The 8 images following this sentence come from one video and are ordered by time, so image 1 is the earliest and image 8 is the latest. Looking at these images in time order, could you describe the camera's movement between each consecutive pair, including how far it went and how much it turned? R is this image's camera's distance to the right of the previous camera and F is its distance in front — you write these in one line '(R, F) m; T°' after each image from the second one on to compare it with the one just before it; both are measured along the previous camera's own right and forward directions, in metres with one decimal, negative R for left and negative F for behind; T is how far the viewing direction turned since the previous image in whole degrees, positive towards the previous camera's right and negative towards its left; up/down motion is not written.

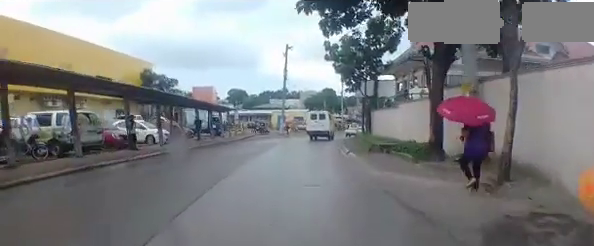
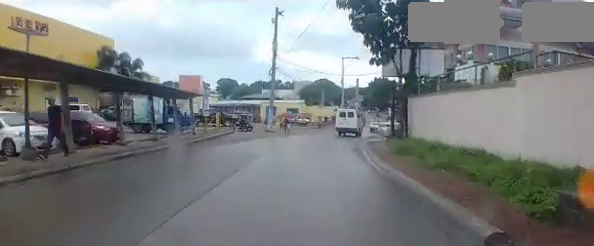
(+0.1, +10.5) m; +2°
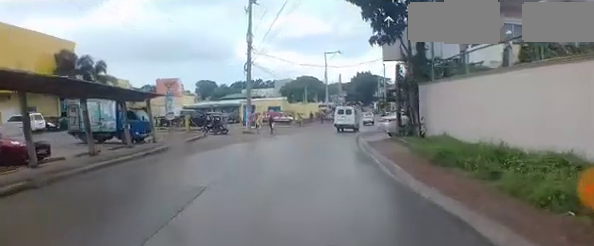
(+0.1, +3.9) m; +1°
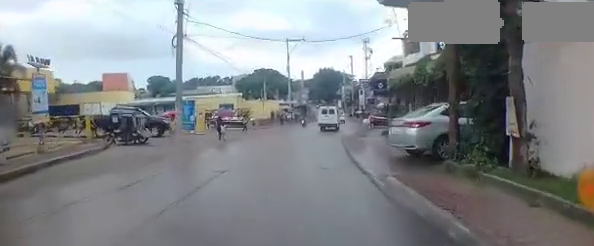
(+0.2, +8.1) m; +6°
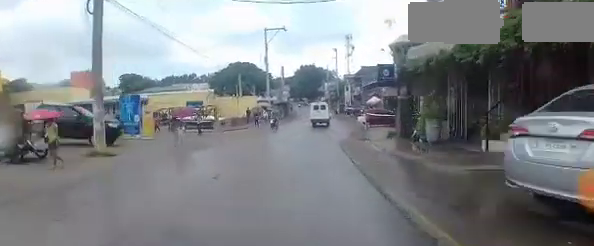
(+0.2, +5.6) m; +12°
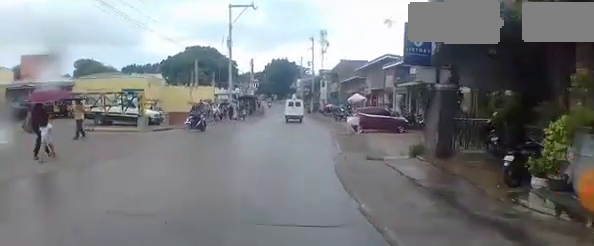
(+1.1, +7.9) m; +5°
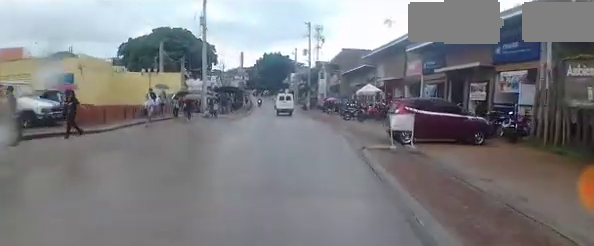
(-0.6, +8.9) m; -4°
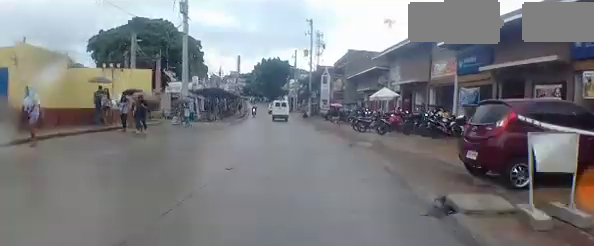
(0.0, +5.6) m; 0°
